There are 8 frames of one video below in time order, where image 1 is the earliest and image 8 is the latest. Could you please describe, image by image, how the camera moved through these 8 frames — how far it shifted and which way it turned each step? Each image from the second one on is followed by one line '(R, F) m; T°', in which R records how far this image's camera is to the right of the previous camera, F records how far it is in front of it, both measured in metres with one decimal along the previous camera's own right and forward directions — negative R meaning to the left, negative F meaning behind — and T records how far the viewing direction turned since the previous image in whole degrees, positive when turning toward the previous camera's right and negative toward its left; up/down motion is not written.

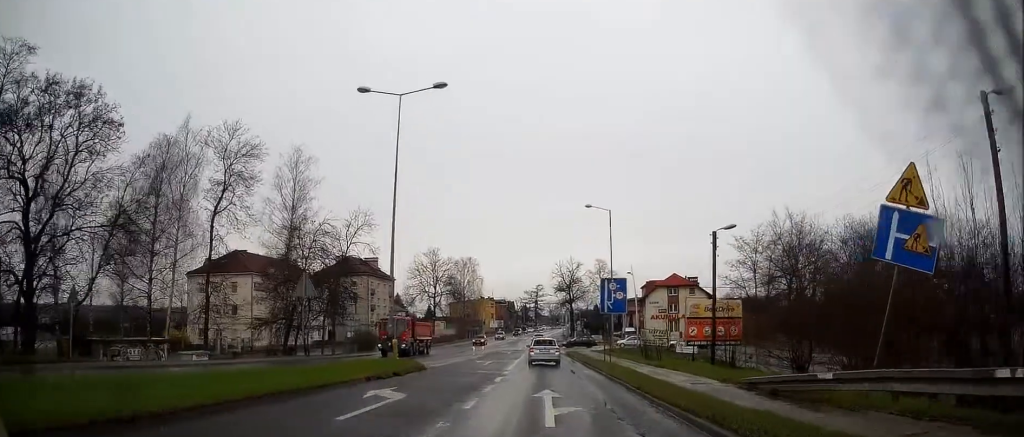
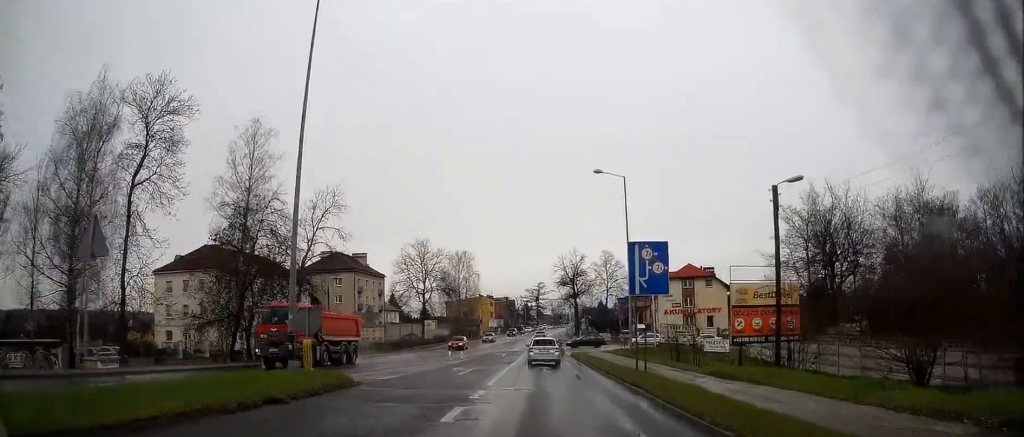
(-0.1, +9.8) m; 0°
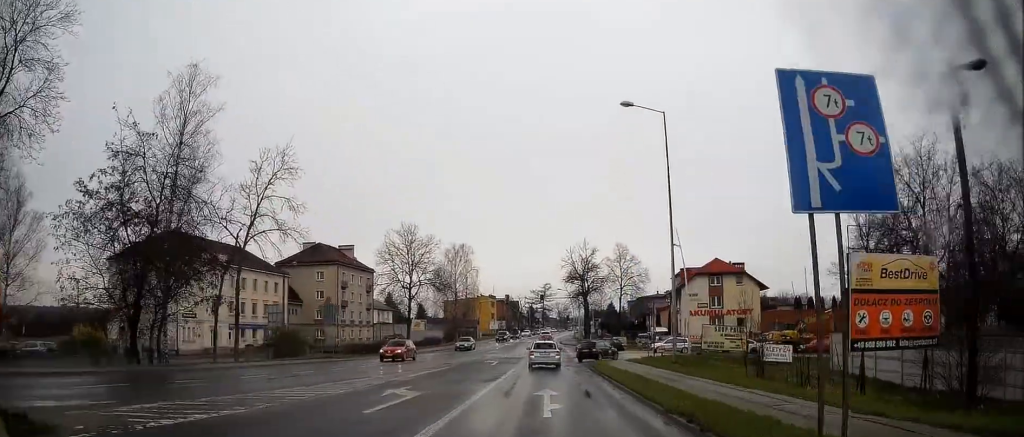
(-0.1, +12.4) m; -1°
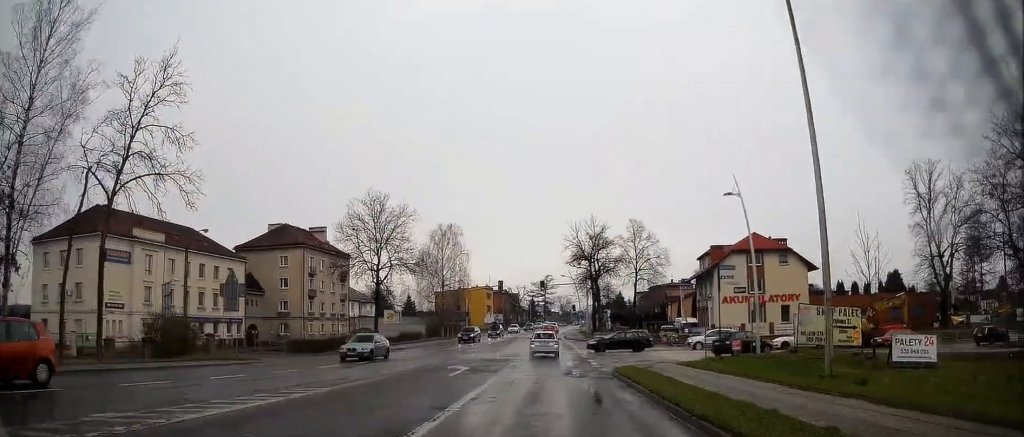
(-0.2, +14.9) m; 0°
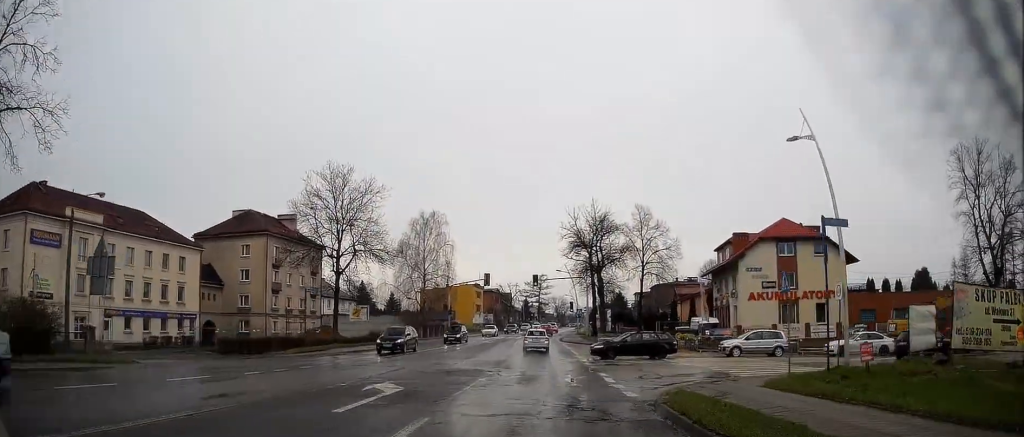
(+0.2, +10.4) m; 0°
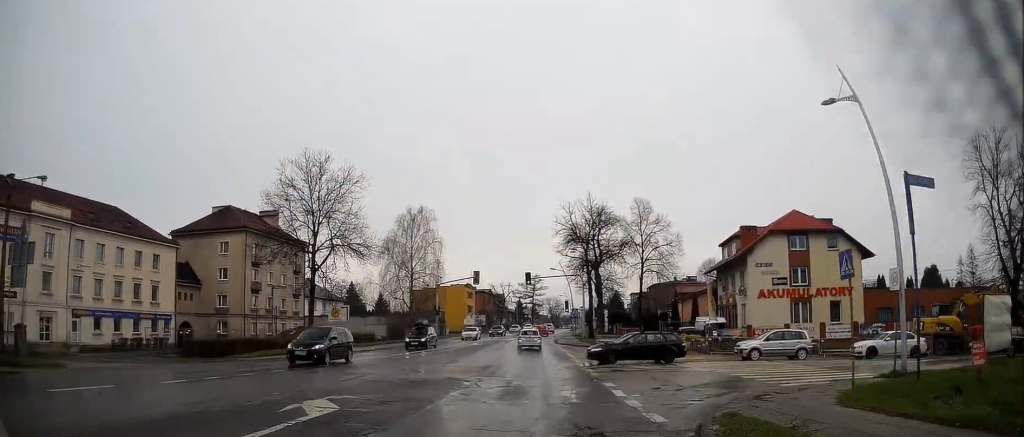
(-0.1, +4.4) m; +1°
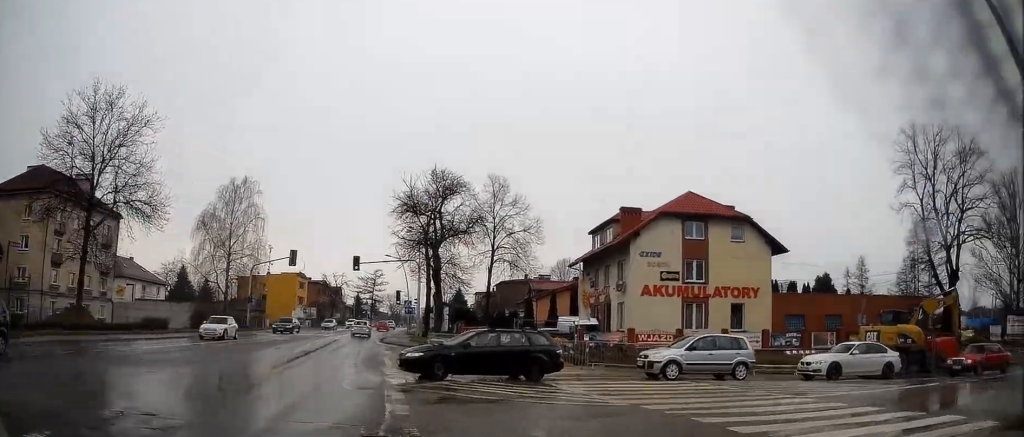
(+0.5, +11.5) m; +18°
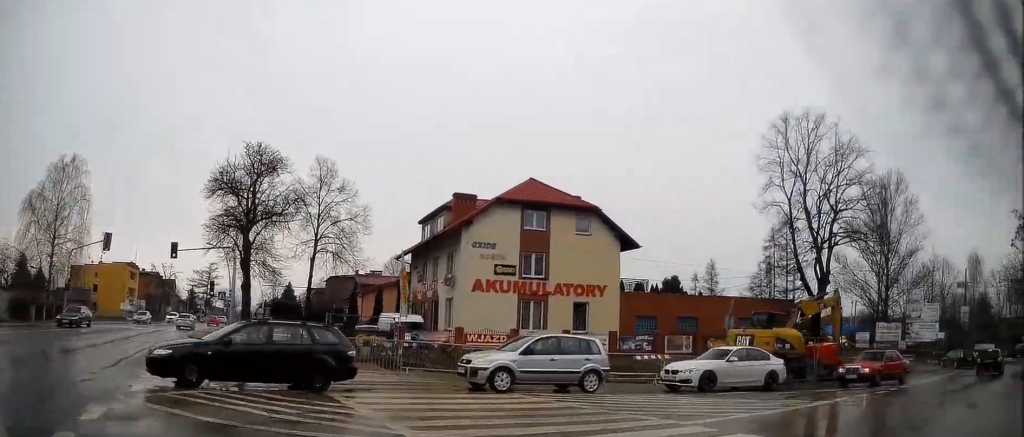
(+0.7, +4.0) m; +16°
